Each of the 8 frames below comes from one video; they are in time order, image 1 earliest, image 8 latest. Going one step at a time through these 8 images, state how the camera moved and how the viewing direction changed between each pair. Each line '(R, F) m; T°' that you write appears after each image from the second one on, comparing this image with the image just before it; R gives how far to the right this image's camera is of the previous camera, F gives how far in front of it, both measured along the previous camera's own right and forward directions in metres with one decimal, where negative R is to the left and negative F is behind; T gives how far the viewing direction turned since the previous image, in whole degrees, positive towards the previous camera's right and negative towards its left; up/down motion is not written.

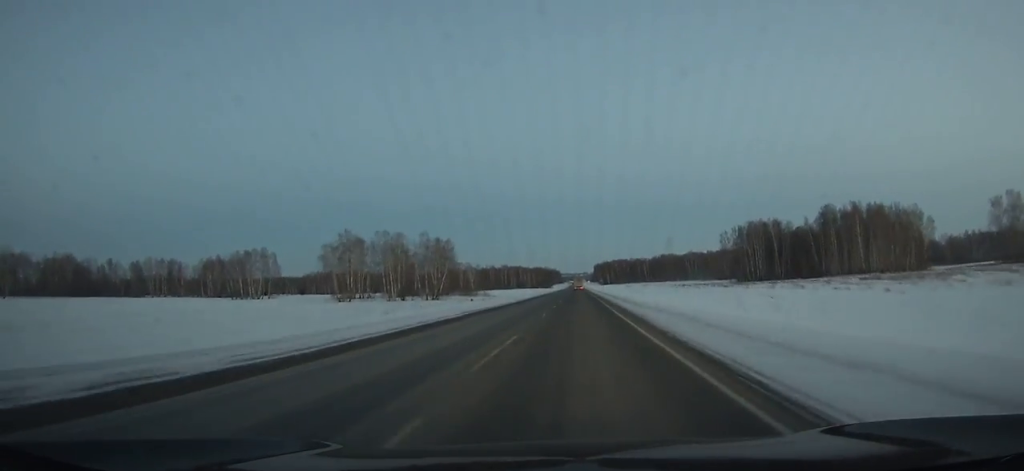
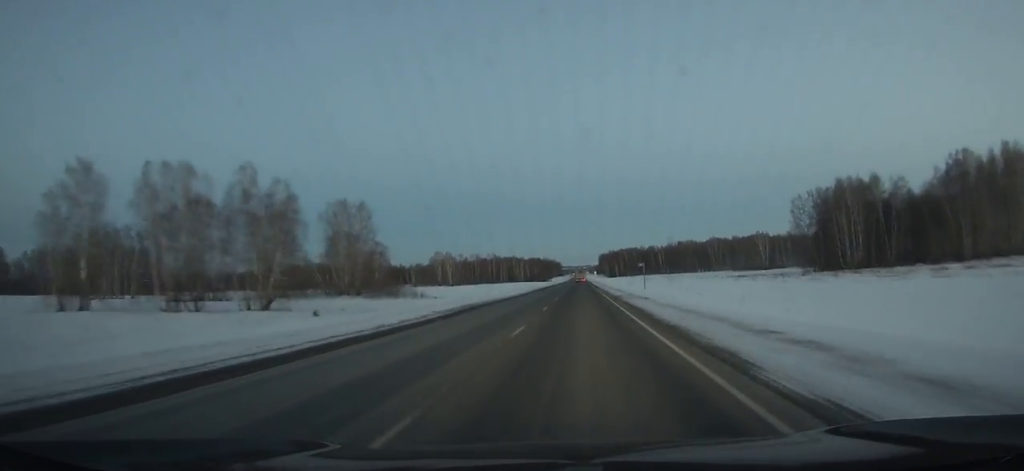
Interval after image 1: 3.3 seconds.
(+1.4, +85.9) m; +1°
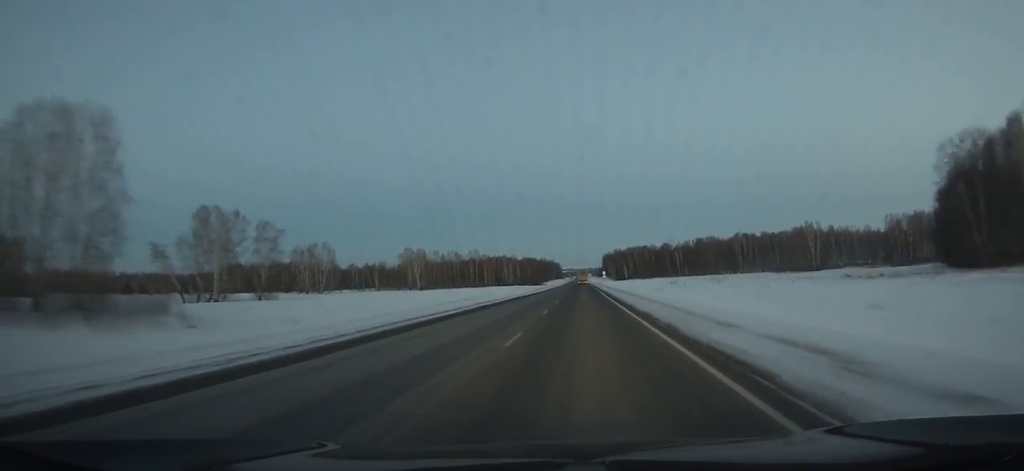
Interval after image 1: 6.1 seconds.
(-0.1, +74.5) m; 0°
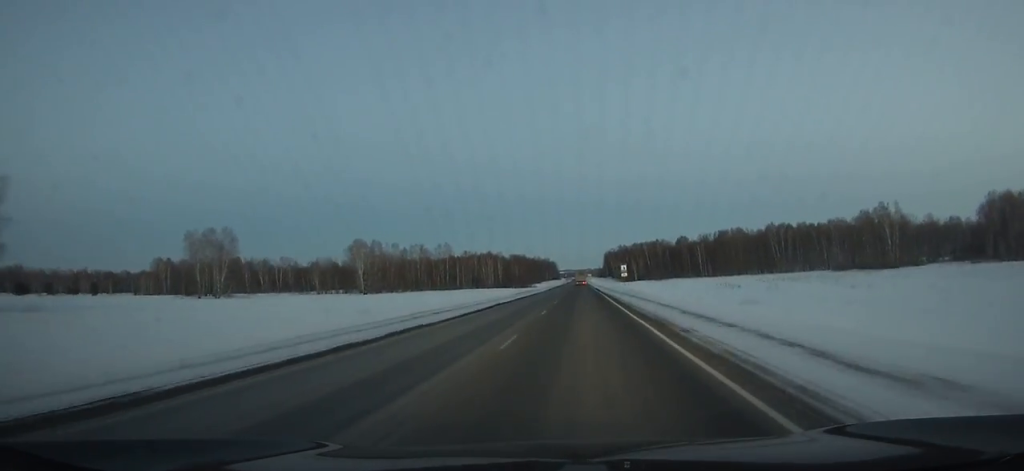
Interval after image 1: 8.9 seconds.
(+0.1, +75.1) m; 0°
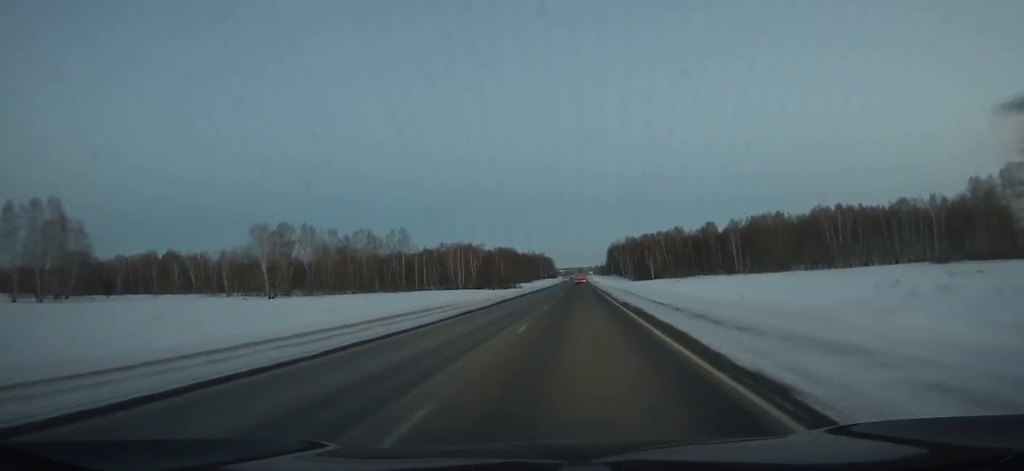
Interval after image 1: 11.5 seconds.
(+0.1, +69.6) m; 0°
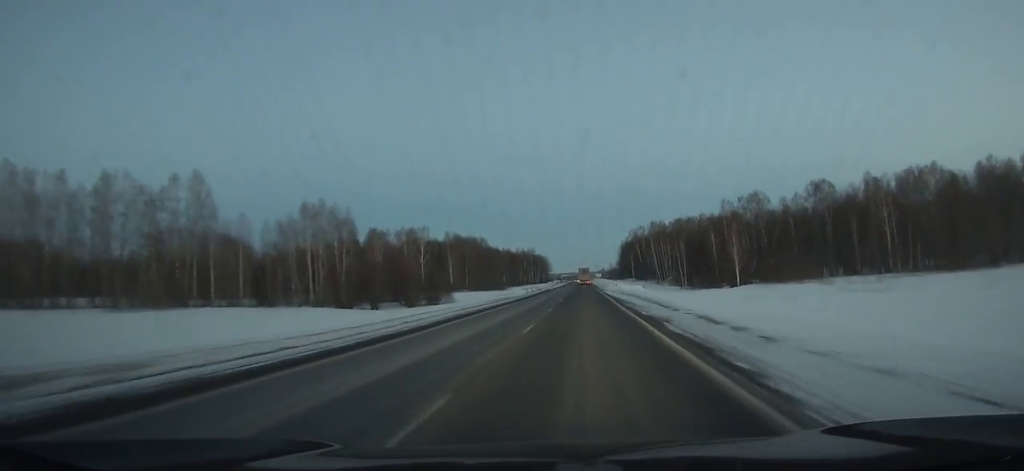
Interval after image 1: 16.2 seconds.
(0.0, +124.0) m; 0°
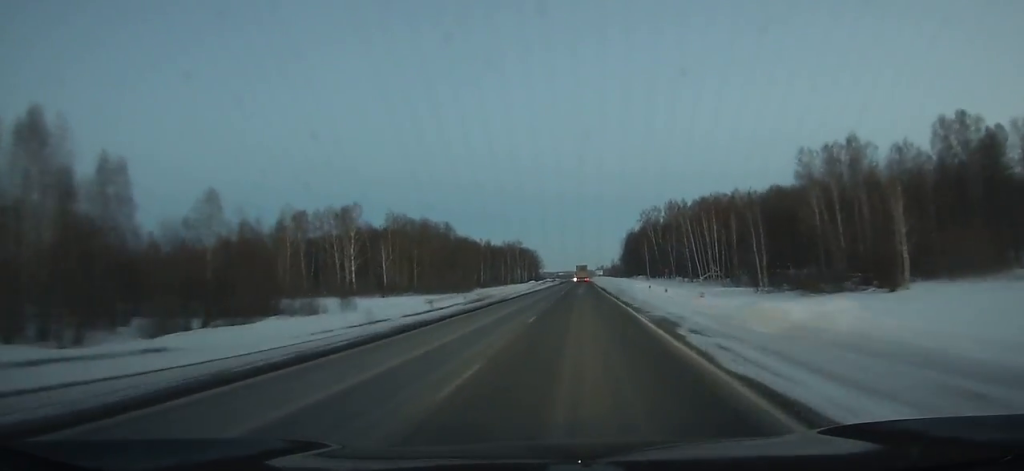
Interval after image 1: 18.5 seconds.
(+0.2, +59.7) m; 0°
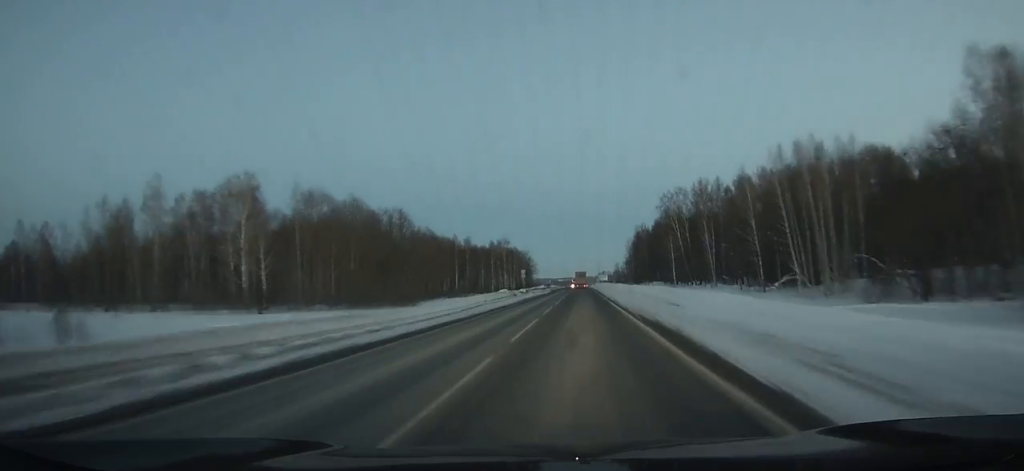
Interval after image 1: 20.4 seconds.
(-0.2, +48.4) m; 0°
